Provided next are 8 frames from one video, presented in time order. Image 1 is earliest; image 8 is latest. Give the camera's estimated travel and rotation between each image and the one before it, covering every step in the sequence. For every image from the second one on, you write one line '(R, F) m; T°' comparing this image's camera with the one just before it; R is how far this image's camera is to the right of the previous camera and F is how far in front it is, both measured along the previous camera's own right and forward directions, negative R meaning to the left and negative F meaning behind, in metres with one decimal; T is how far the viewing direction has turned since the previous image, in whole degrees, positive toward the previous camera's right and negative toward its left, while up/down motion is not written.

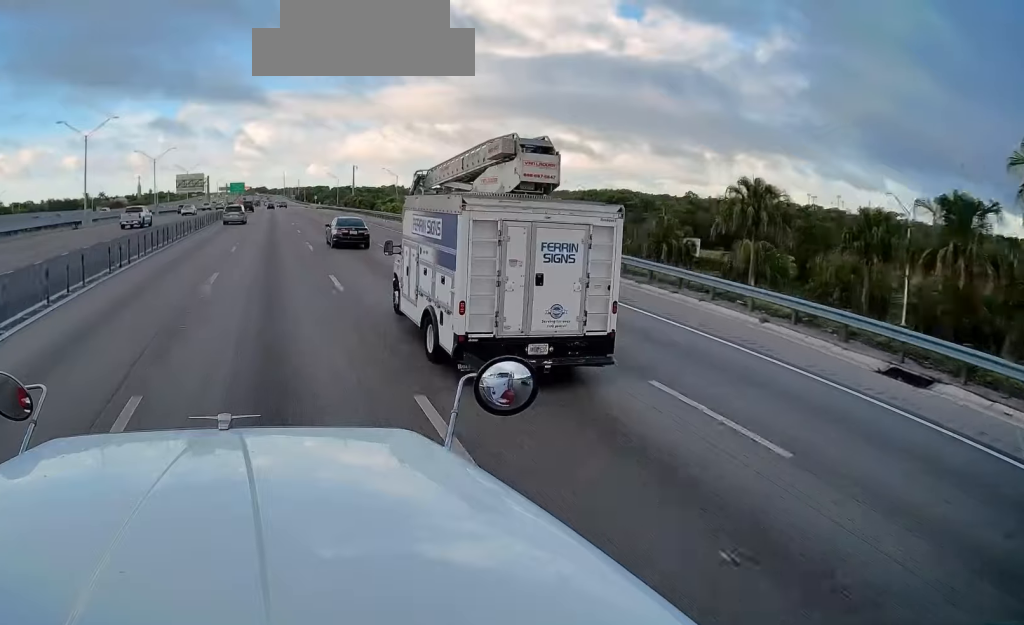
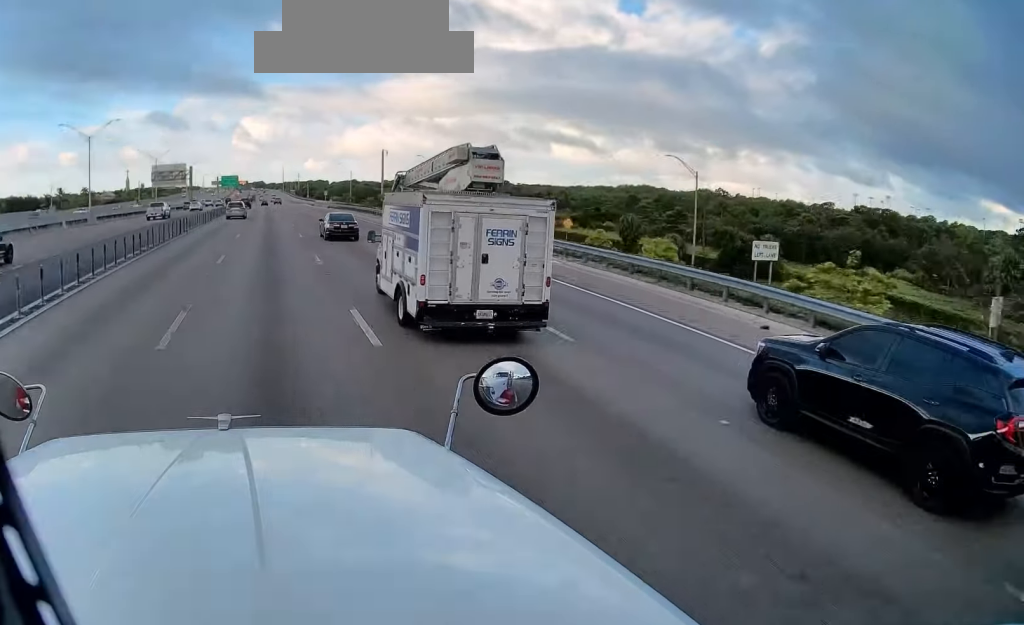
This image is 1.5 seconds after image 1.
(0.0, +41.9) m; -1°
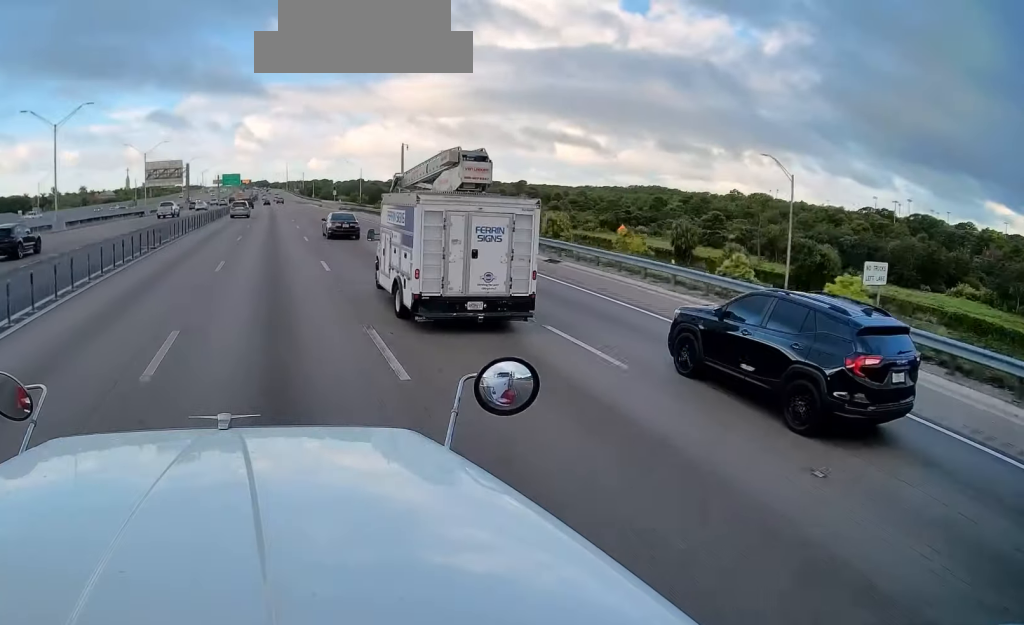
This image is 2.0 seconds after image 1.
(0.0, +15.0) m; 0°
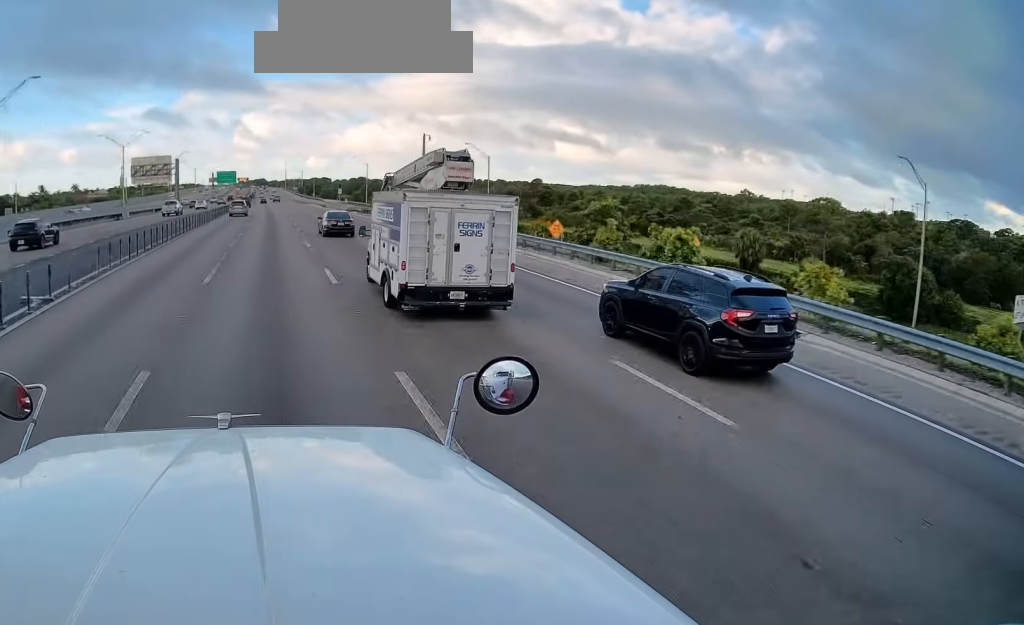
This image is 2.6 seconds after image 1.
(0.0, +15.0) m; 0°
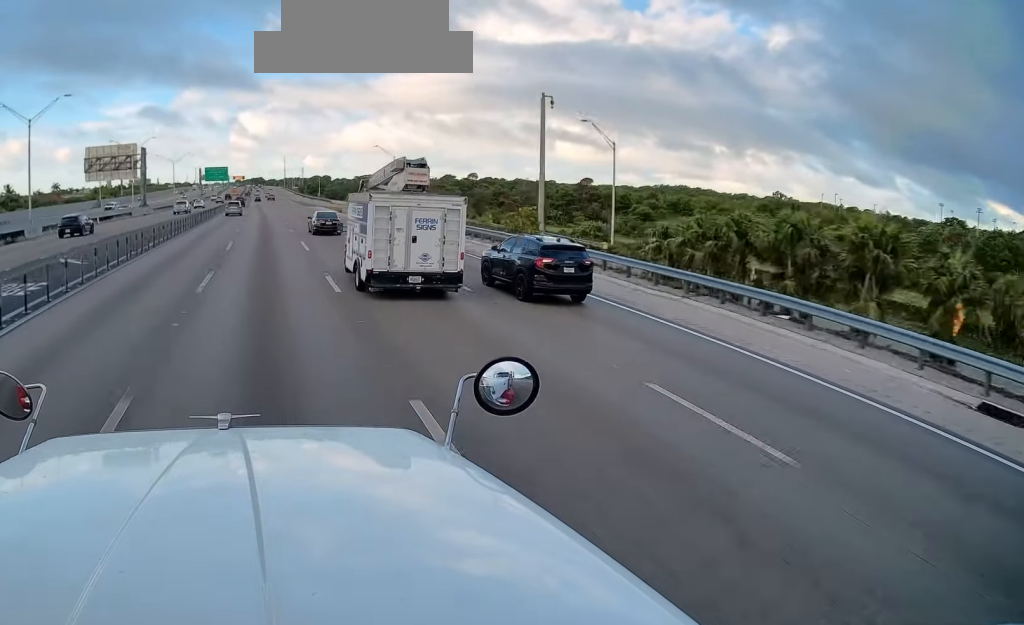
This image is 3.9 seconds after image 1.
(0.0, +37.8) m; 0°
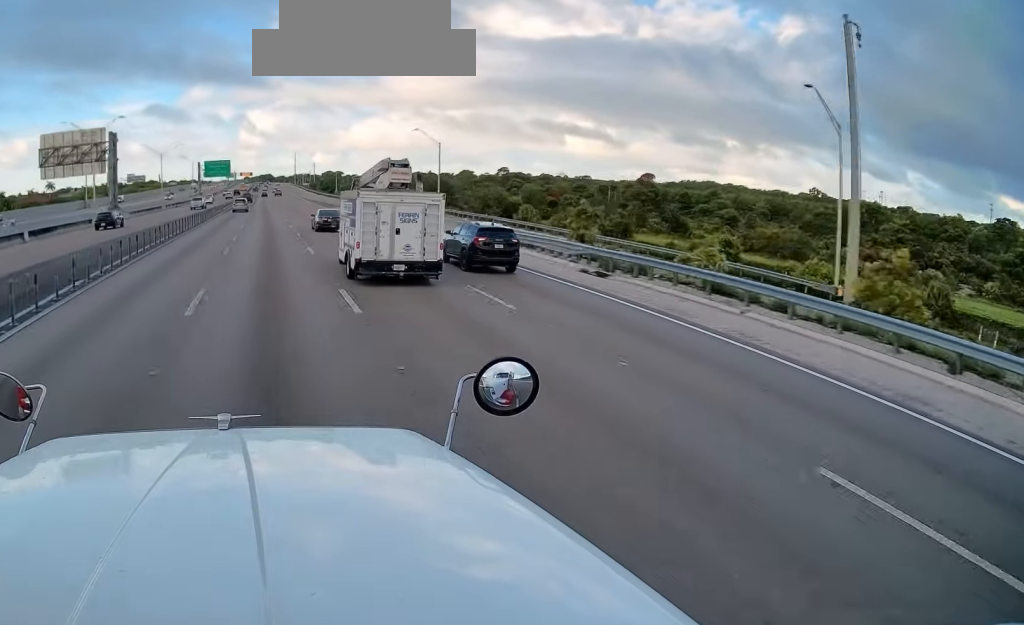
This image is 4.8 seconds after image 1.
(0.0, +26.7) m; 0°
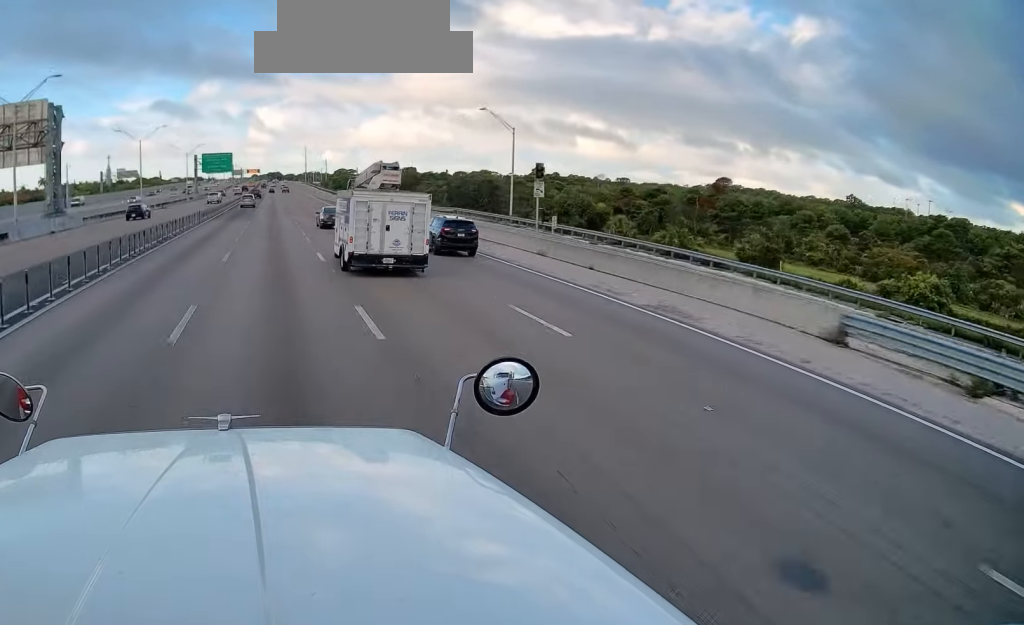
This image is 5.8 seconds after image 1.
(-0.1, +28.1) m; 0°
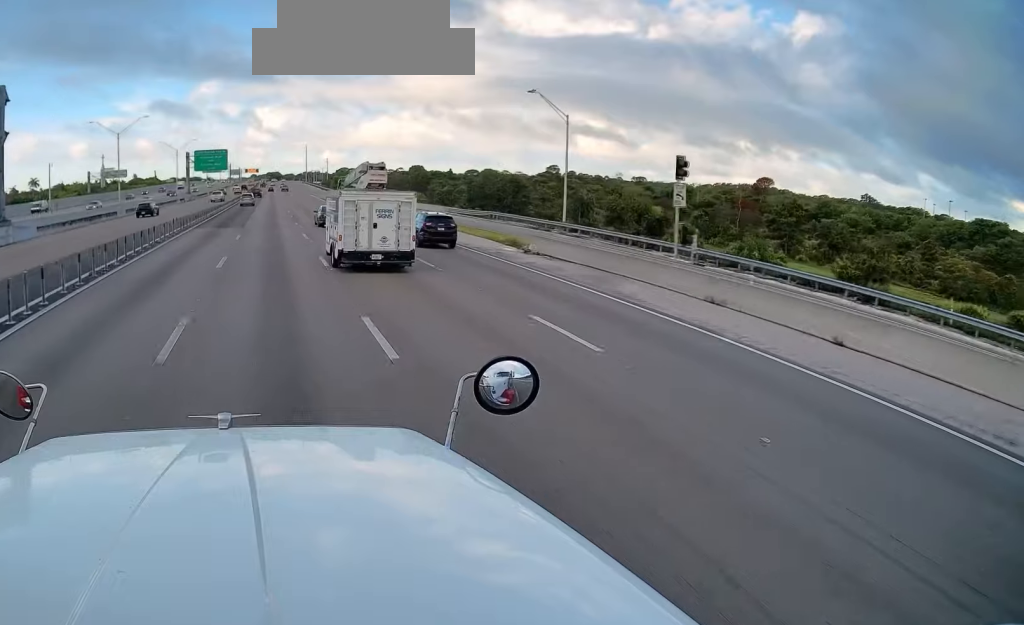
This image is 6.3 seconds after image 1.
(0.0, +13.5) m; 0°
